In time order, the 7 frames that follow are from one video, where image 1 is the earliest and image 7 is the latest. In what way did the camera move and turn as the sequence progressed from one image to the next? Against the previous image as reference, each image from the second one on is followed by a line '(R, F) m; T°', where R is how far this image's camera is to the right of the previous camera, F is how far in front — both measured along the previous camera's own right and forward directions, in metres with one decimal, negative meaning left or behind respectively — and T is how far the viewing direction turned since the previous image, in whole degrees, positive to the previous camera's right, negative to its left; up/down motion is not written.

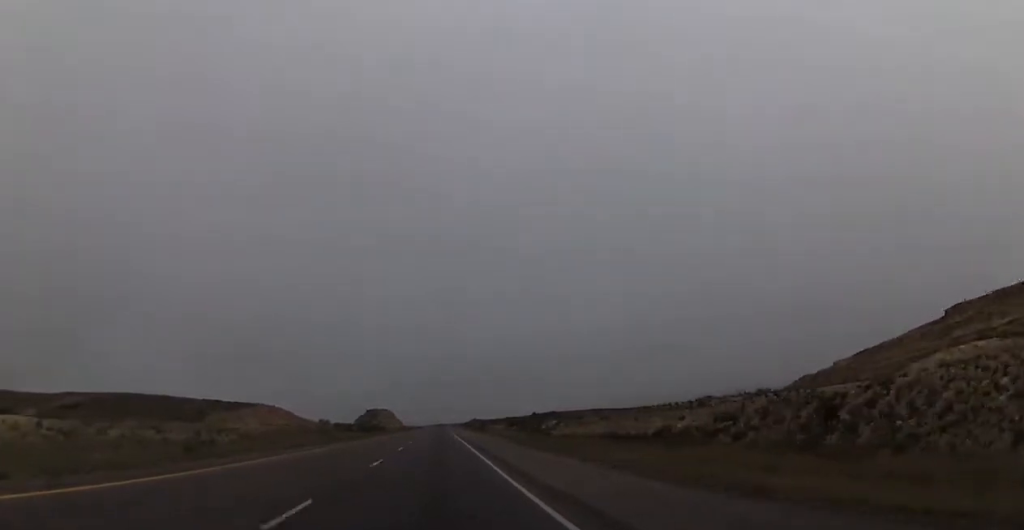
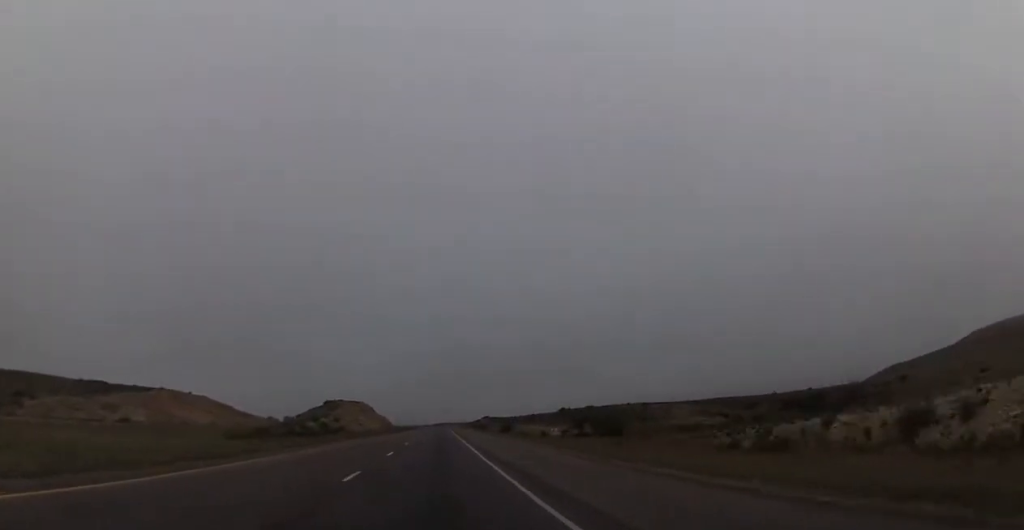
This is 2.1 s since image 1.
(+0.1, +78.2) m; 0°
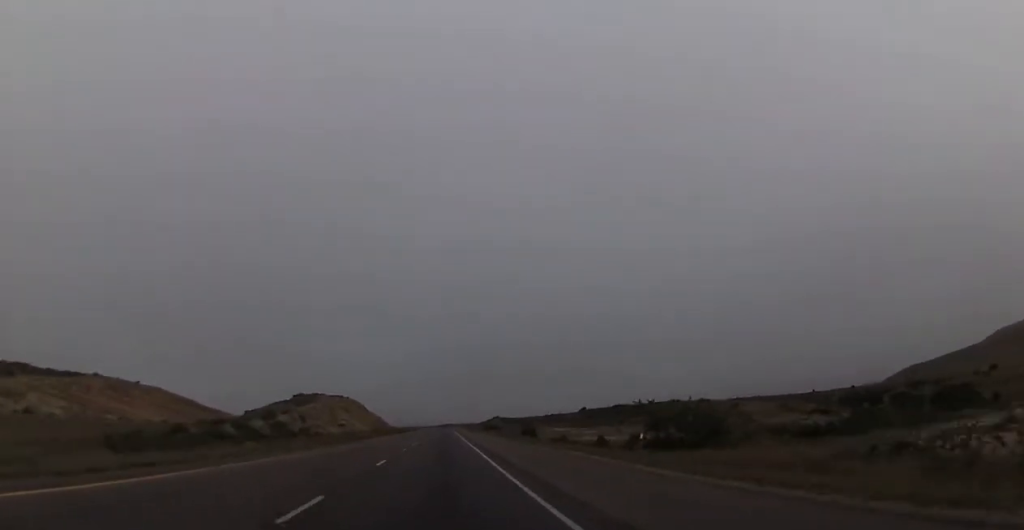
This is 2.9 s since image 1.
(+0.2, +30.3) m; 0°
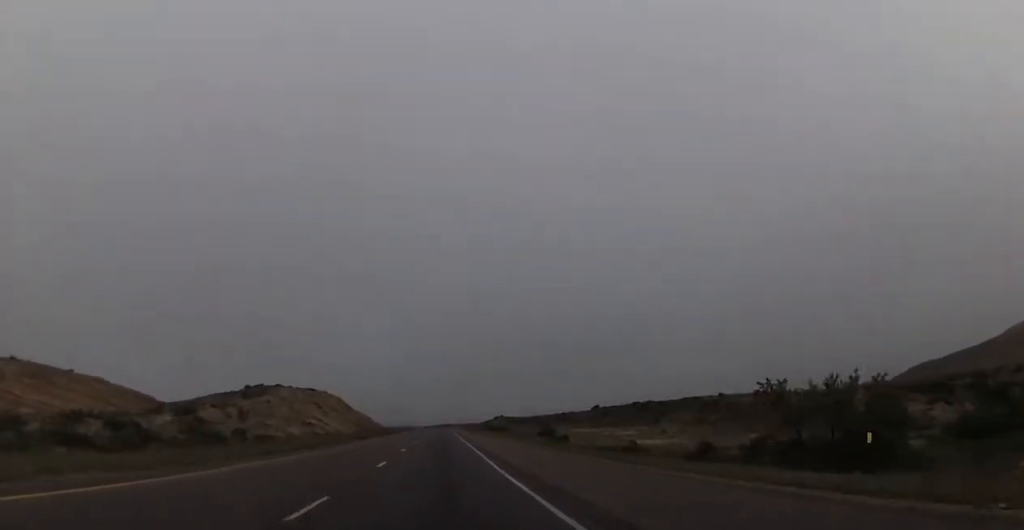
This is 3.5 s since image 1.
(0.0, +24.0) m; 0°
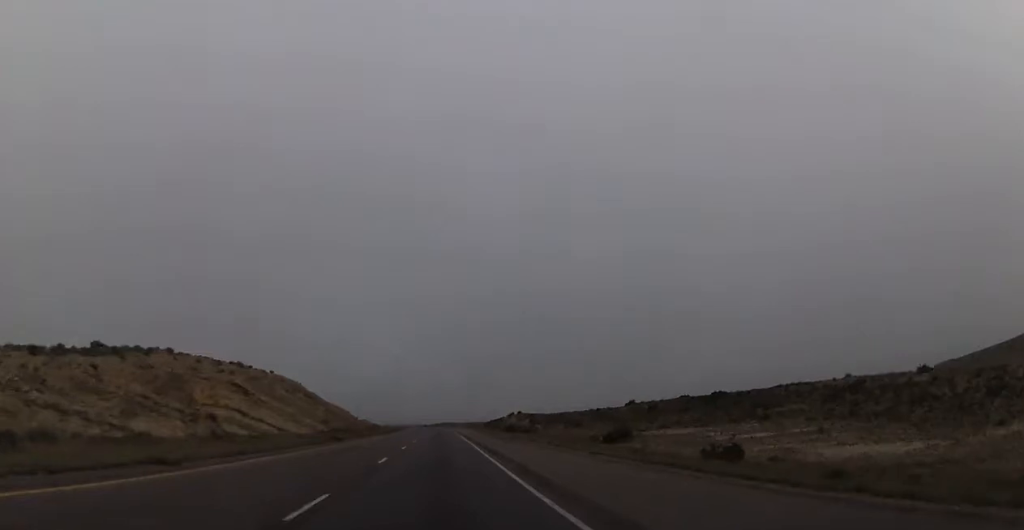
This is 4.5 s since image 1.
(+0.1, +36.7) m; 0°
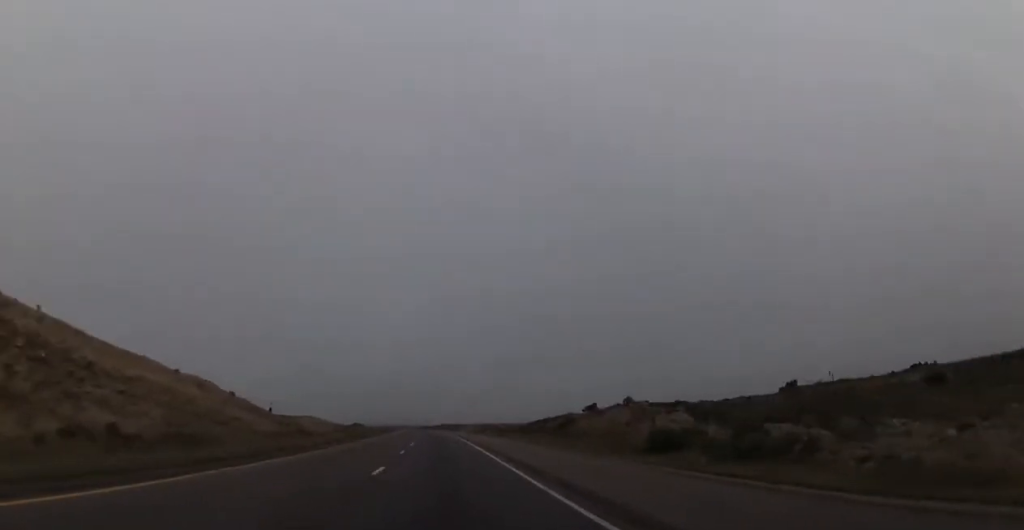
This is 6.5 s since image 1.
(-0.7, +76.9) m; -1°
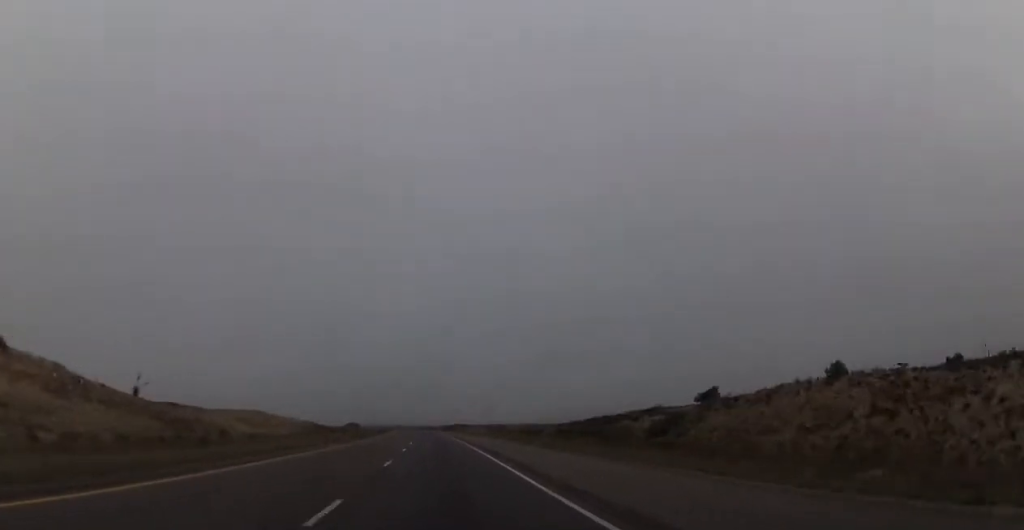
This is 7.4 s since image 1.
(0.0, +32.8) m; 0°
